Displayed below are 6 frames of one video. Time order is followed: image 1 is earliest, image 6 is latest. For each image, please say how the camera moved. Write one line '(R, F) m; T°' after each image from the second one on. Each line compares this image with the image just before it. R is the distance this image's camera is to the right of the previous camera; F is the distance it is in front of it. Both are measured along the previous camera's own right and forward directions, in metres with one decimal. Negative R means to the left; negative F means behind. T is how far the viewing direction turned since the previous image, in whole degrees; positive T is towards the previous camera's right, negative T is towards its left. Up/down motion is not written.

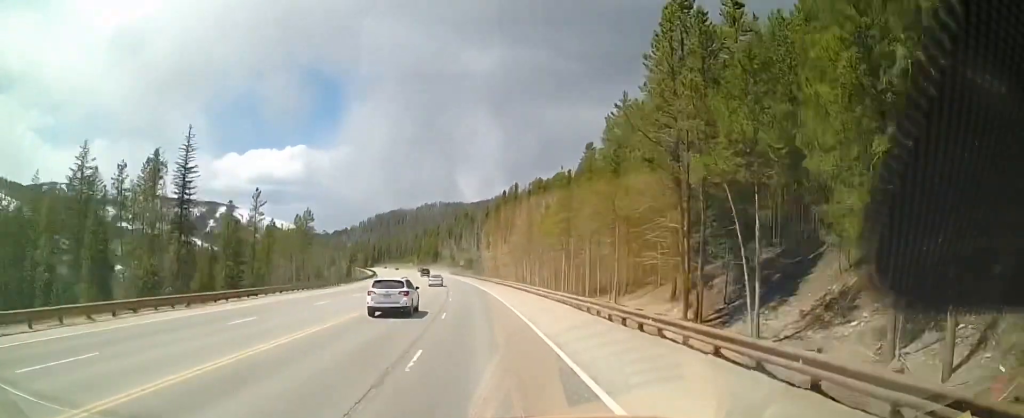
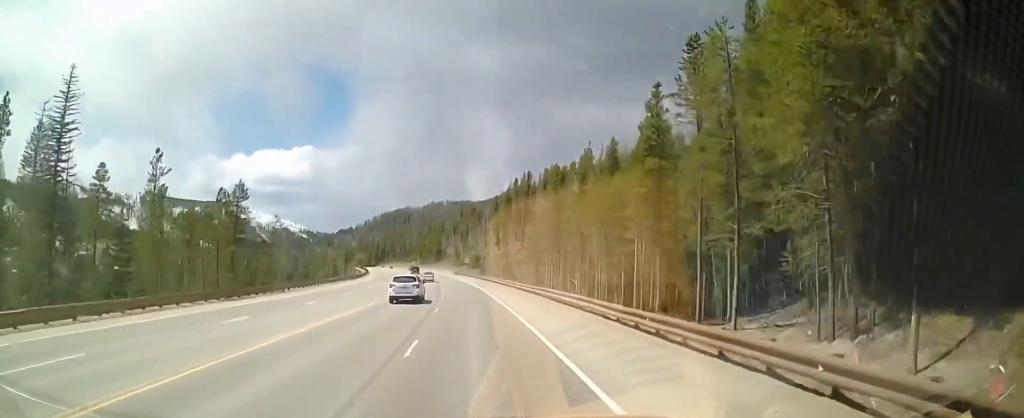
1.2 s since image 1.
(0.0, +23.8) m; -2°
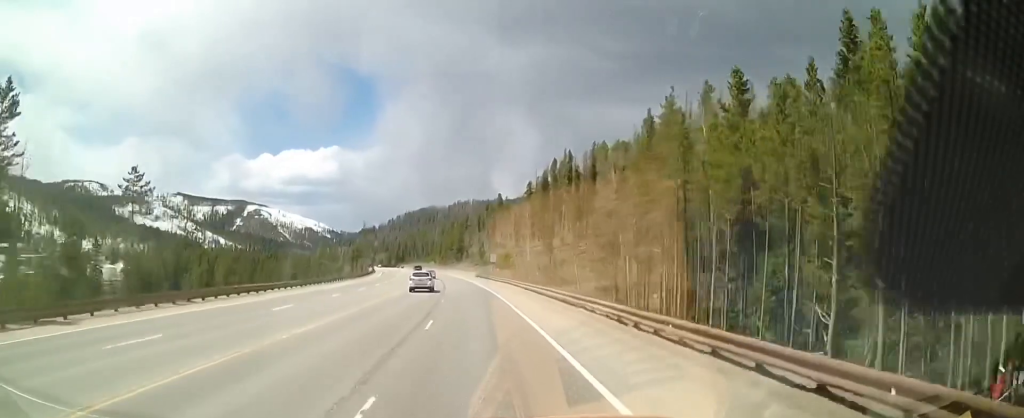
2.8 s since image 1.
(-1.0, +31.7) m; -3°
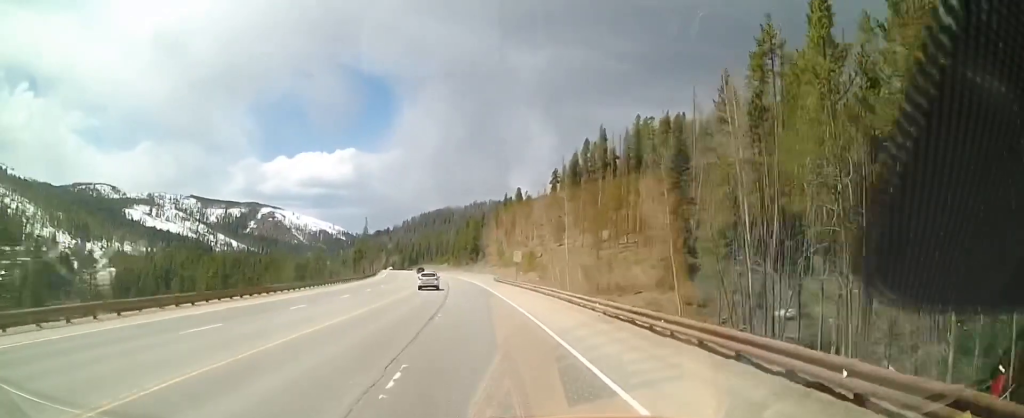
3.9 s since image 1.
(-0.3, +21.3) m; -1°
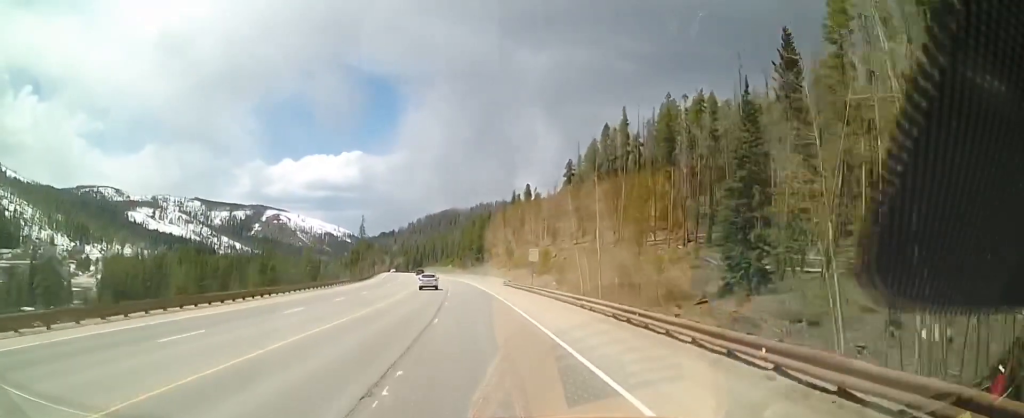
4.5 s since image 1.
(0.0, +12.7) m; 0°
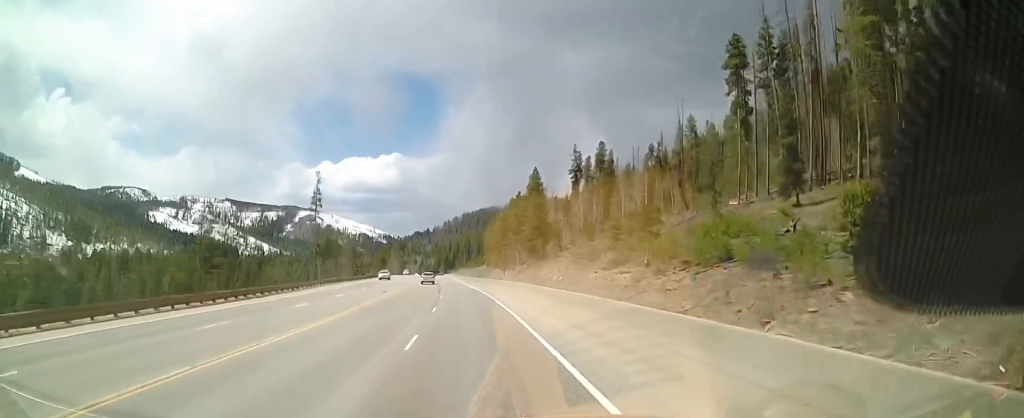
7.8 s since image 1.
(-1.6, +67.5) m; -3°
